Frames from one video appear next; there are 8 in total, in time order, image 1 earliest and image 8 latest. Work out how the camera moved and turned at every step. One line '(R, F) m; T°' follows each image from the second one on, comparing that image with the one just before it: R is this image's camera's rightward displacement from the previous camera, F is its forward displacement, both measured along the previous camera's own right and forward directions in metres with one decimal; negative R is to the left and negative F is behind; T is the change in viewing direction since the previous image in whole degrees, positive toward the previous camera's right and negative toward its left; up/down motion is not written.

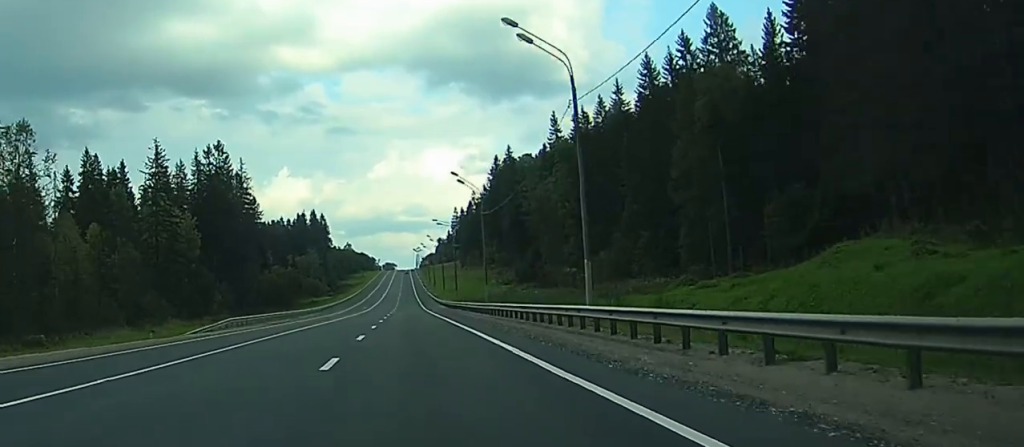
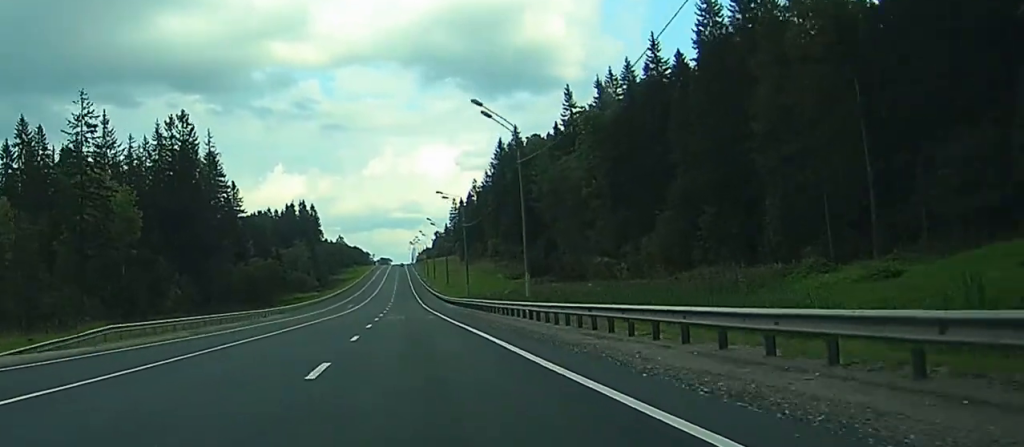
(+0.1, +25.9) m; 0°
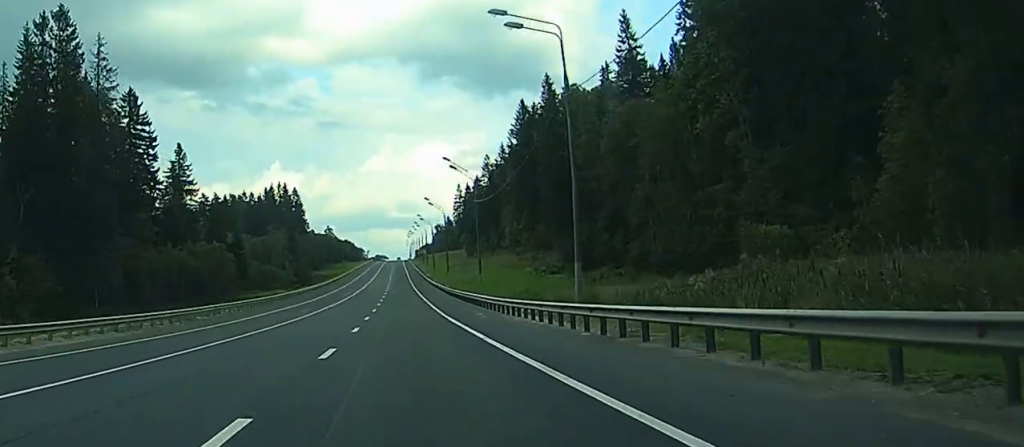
(+0.3, +55.1) m; 0°
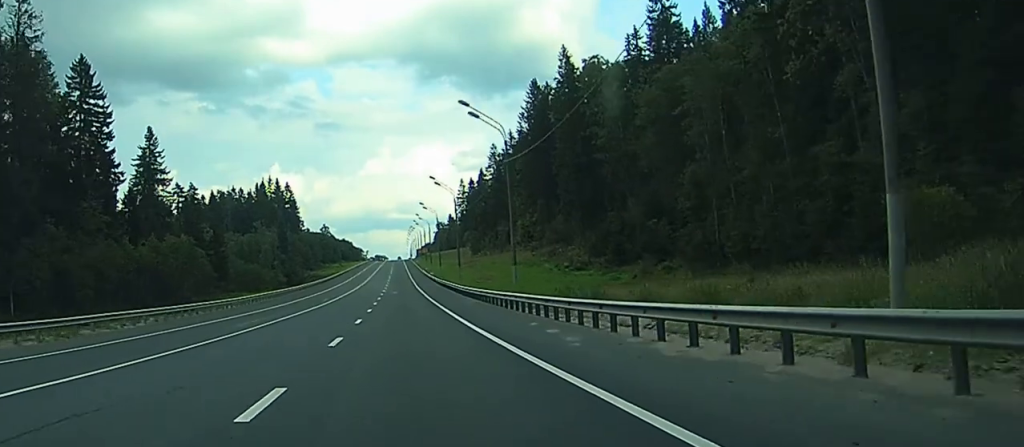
(0.0, +20.9) m; 0°
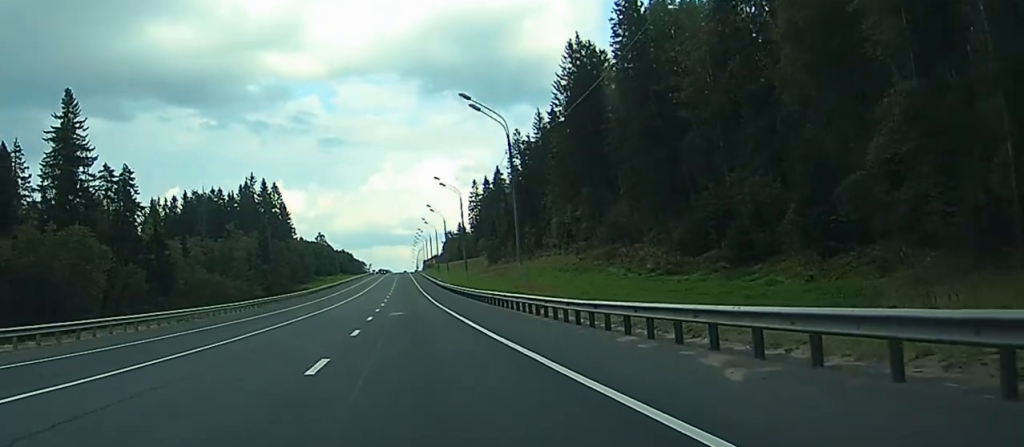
(-0.1, +42.1) m; 0°
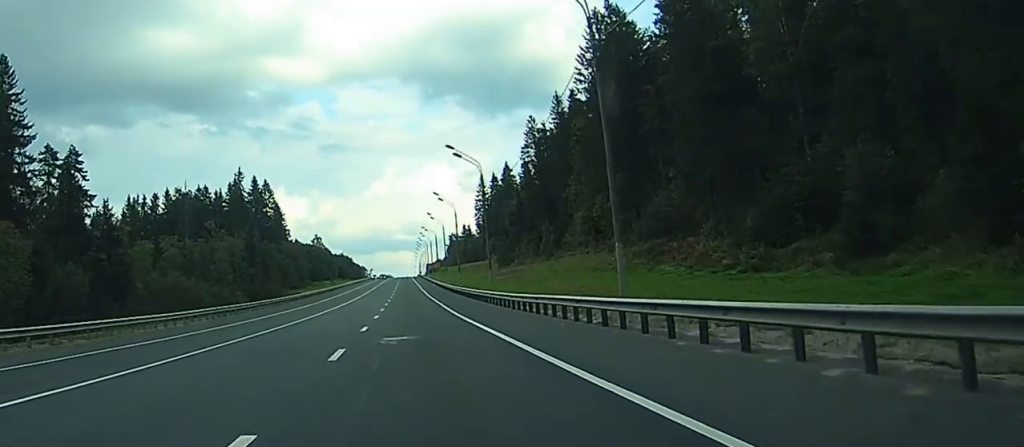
(0.0, +21.2) m; 0°
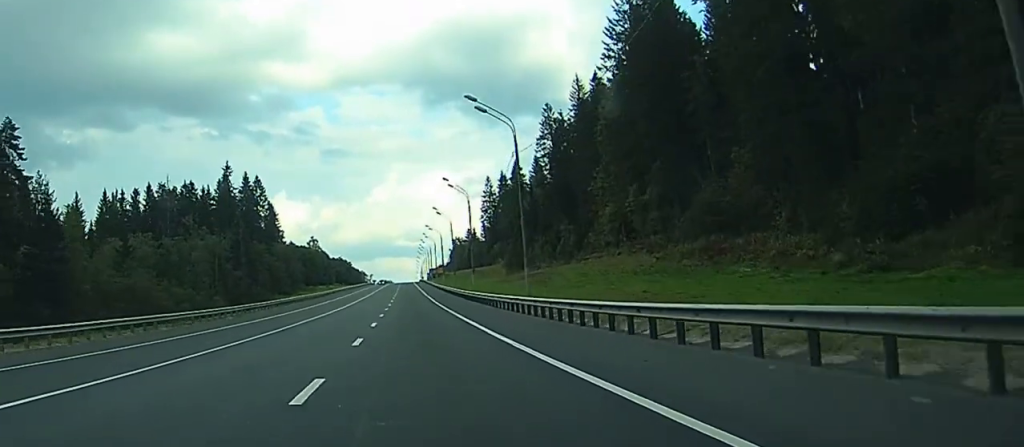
(-0.1, +18.6) m; 0°
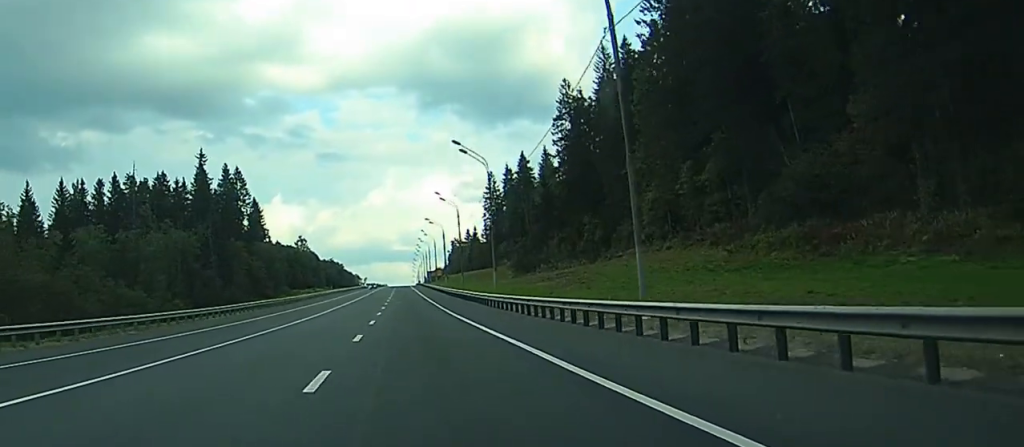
(-0.1, +23.8) m; +2°
